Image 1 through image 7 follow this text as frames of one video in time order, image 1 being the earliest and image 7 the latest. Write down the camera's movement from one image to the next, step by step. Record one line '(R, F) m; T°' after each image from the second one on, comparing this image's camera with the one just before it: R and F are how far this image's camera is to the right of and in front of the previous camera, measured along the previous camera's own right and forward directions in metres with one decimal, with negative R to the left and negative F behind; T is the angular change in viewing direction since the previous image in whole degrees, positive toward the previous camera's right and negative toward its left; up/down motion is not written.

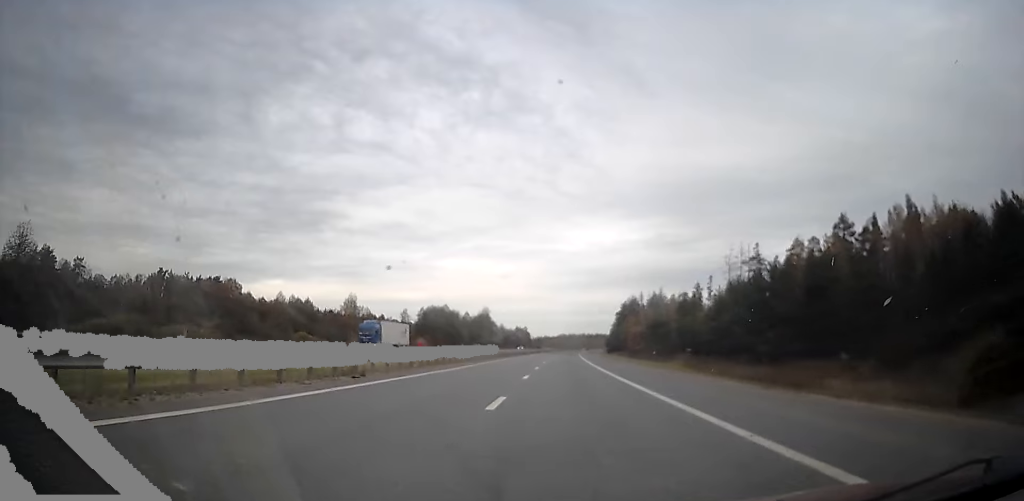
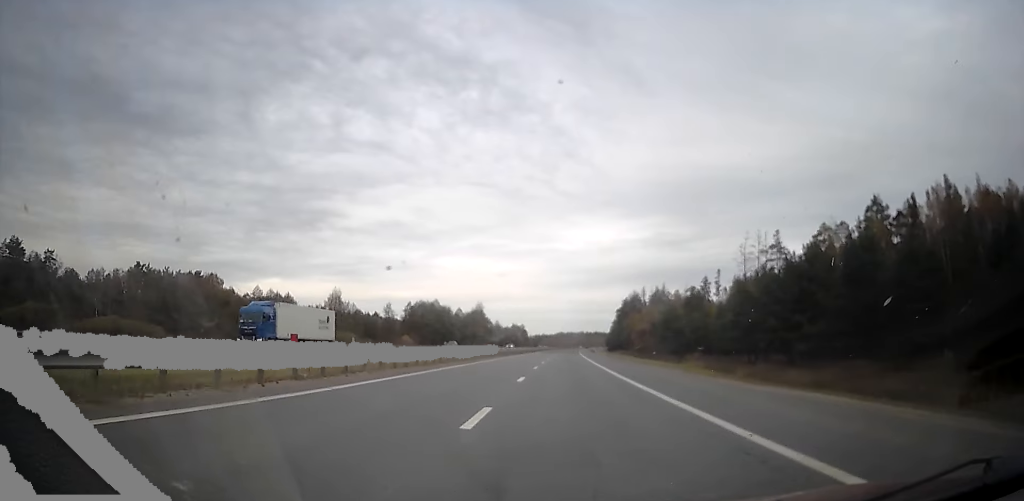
(-0.3, +14.4) m; 0°
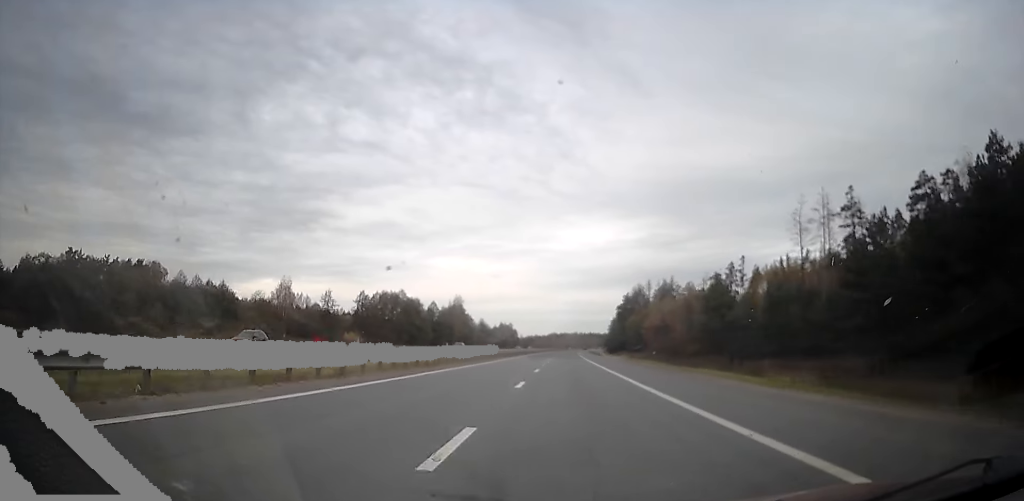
(+0.3, +37.5) m; 0°
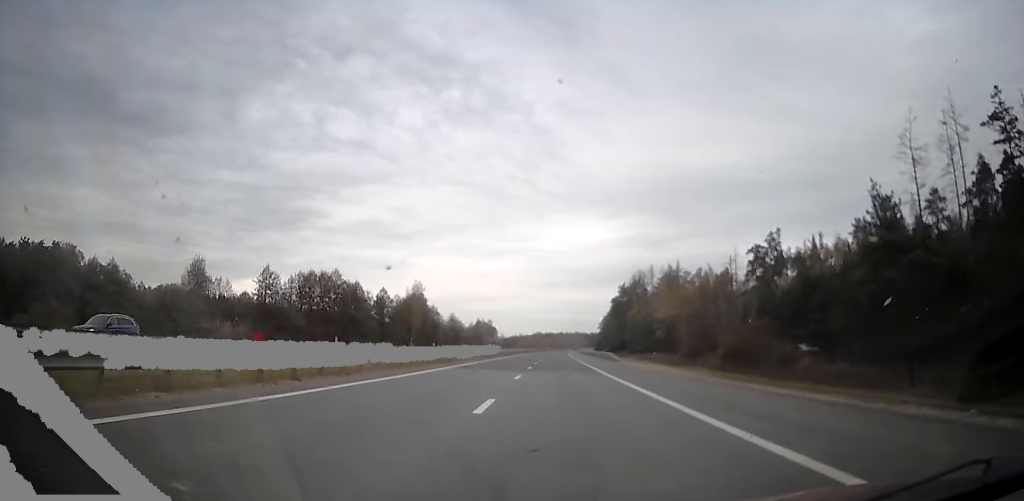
(+0.1, +42.7) m; +2°
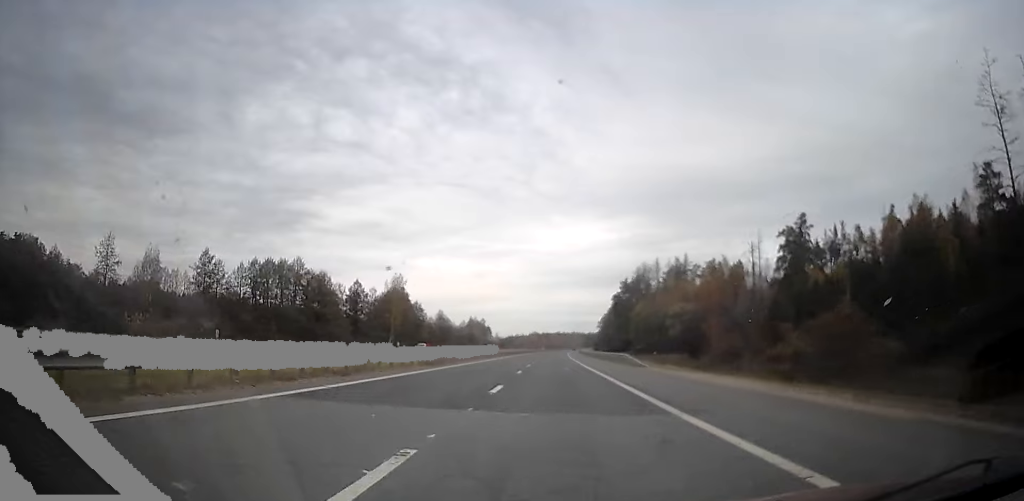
(0.0, +18.8) m; +2°
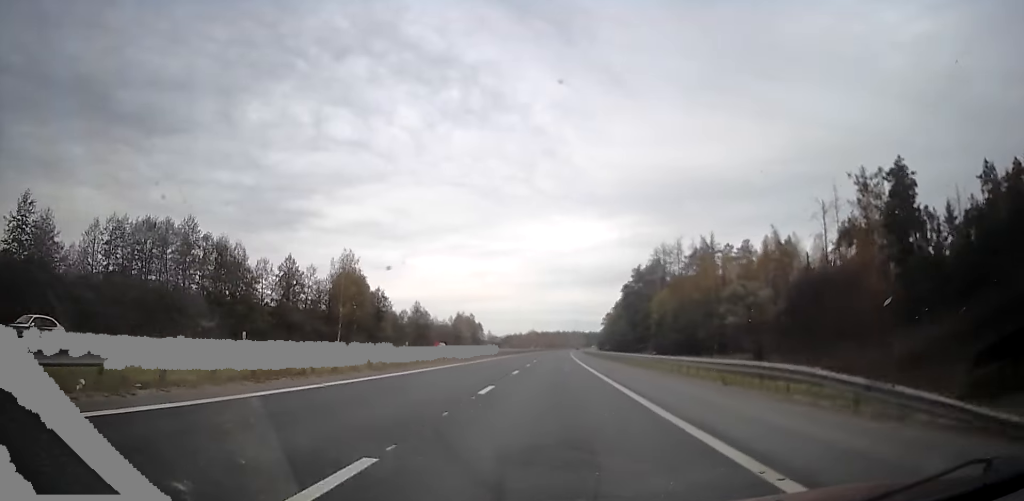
(+0.6, +36.6) m; 0°
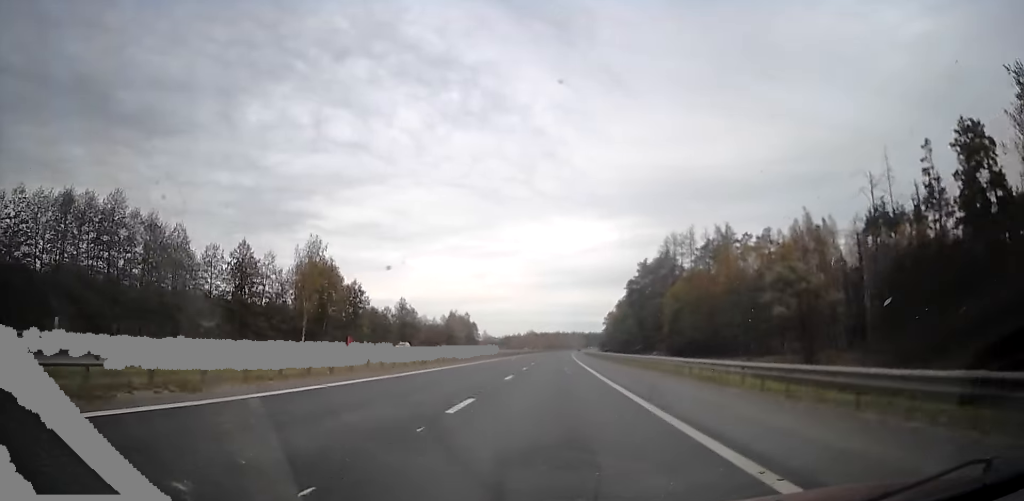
(-0.4, +16.4) m; 0°
